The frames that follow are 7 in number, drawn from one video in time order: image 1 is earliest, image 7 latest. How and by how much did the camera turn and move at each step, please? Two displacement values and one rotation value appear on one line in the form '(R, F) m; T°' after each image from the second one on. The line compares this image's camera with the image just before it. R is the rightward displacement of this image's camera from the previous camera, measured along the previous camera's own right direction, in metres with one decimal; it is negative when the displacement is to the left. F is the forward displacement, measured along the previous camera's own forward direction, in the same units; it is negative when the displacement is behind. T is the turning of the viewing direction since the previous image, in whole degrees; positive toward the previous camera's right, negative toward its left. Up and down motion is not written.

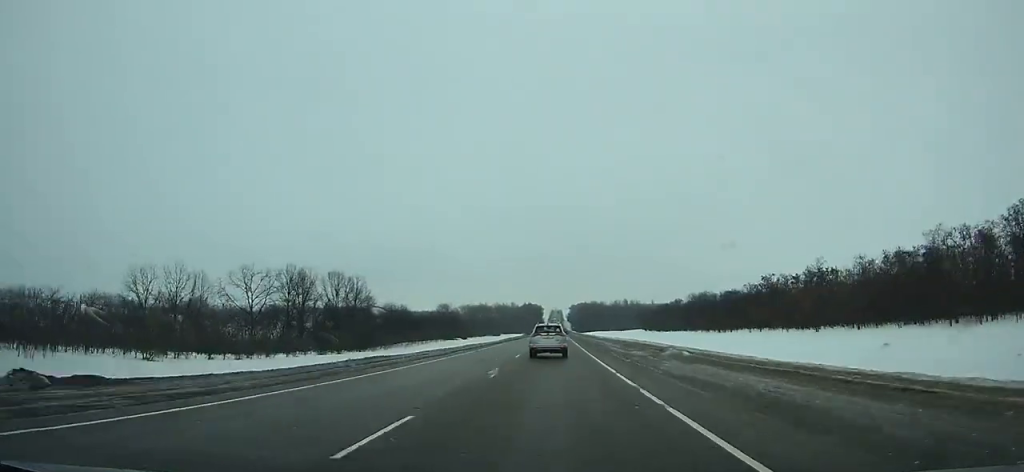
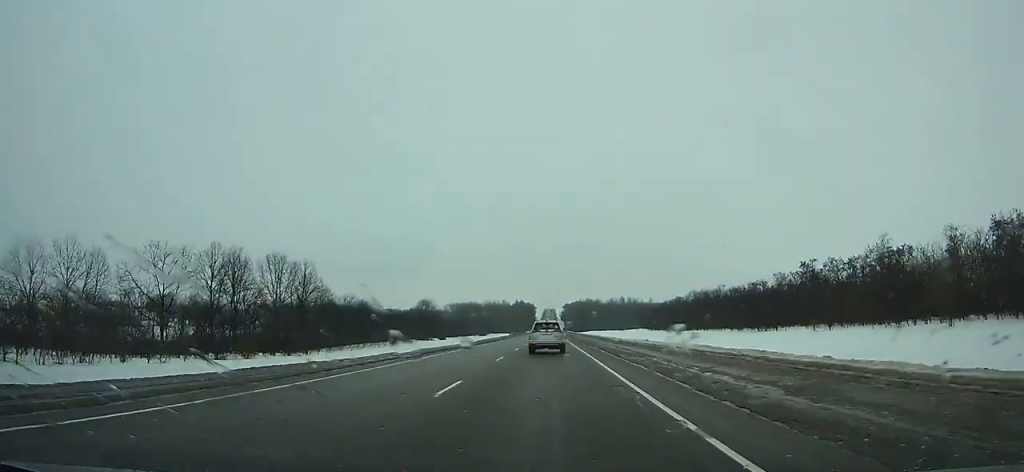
(+0.1, +29.3) m; 0°
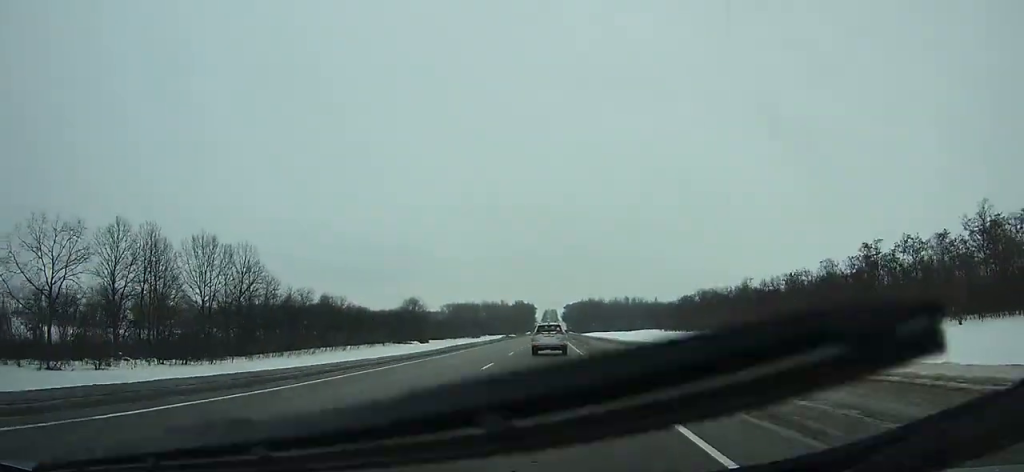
(0.0, +27.2) m; 0°
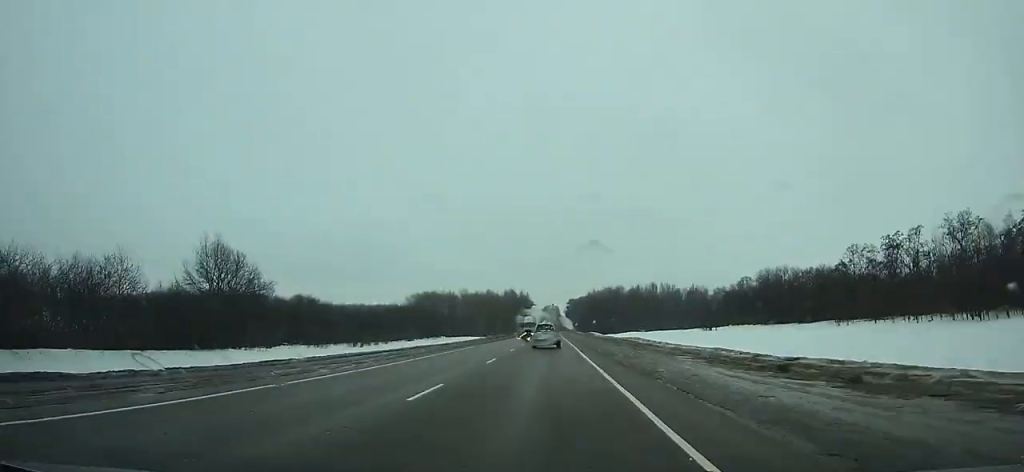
(+0.4, +150.4) m; 0°
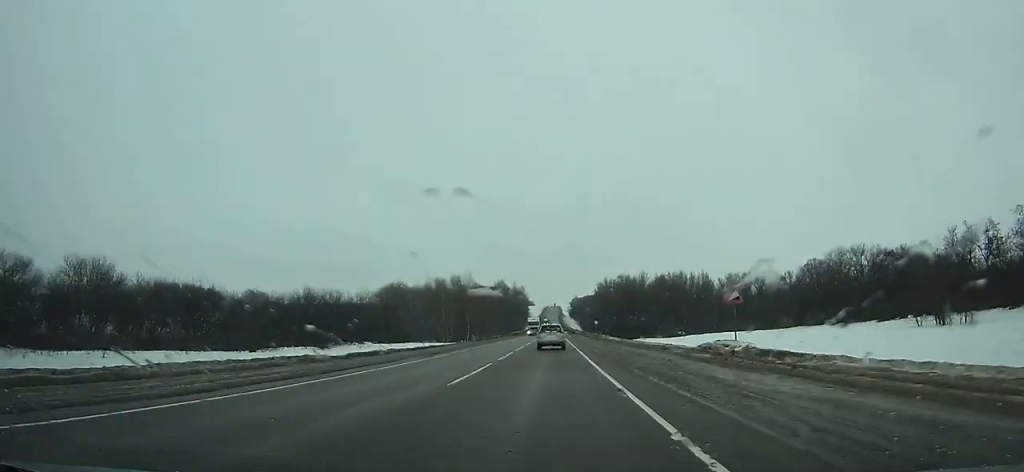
(-0.2, +89.5) m; 0°
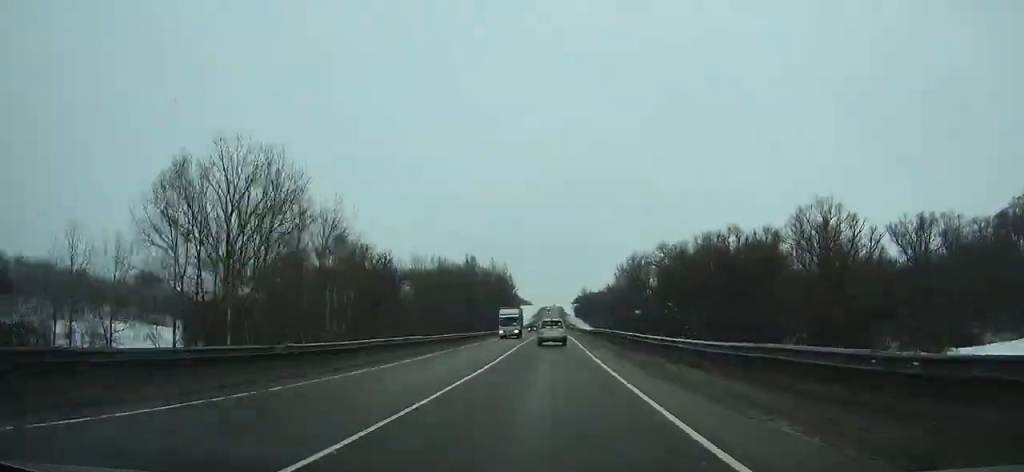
(-0.3, +123.8) m; 0°
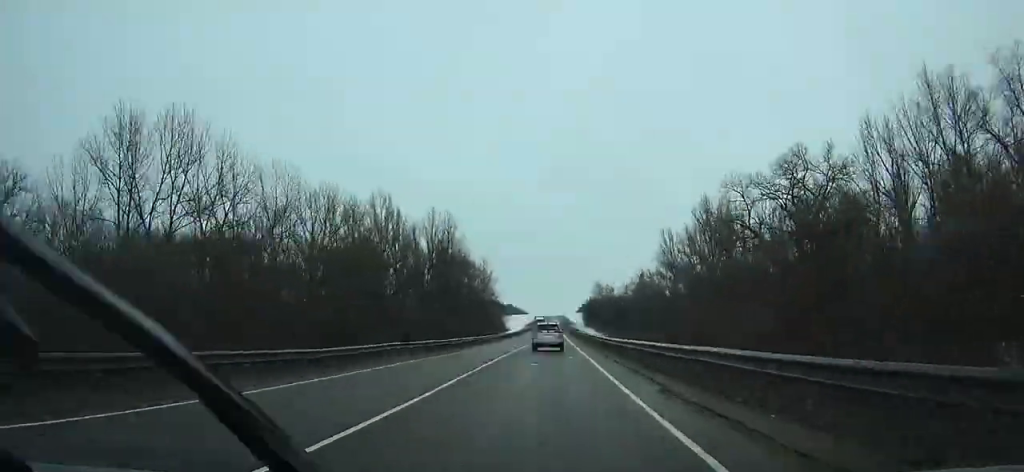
(+0.1, +112.6) m; 0°
